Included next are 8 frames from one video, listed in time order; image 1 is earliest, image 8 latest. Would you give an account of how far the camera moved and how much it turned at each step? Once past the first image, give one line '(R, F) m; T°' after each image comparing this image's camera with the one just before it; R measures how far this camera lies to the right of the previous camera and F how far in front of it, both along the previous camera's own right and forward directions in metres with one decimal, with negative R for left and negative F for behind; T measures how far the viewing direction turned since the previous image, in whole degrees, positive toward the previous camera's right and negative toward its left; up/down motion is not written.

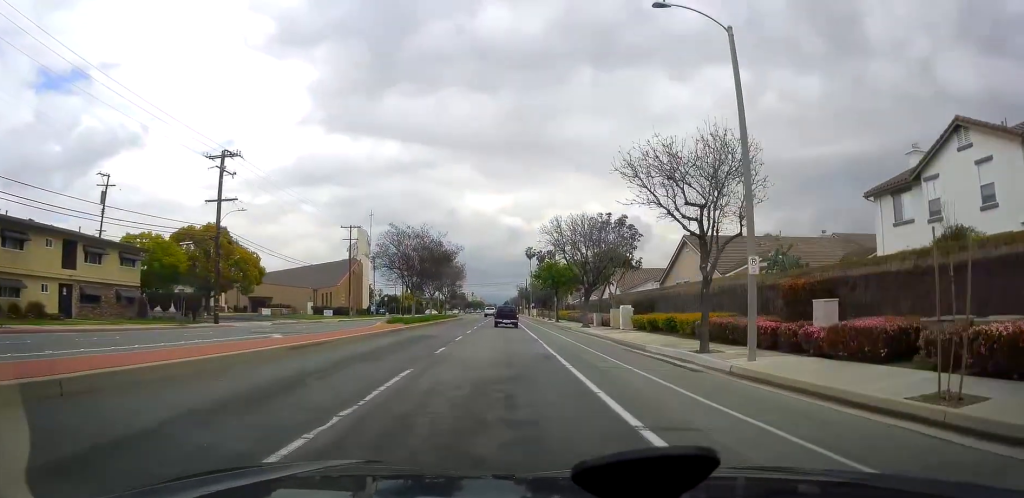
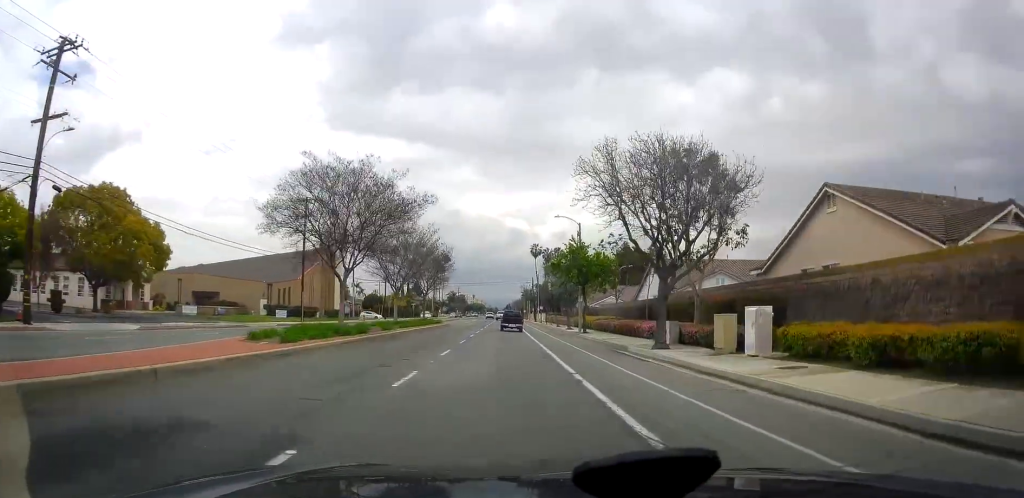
(-0.6, +21.5) m; +1°
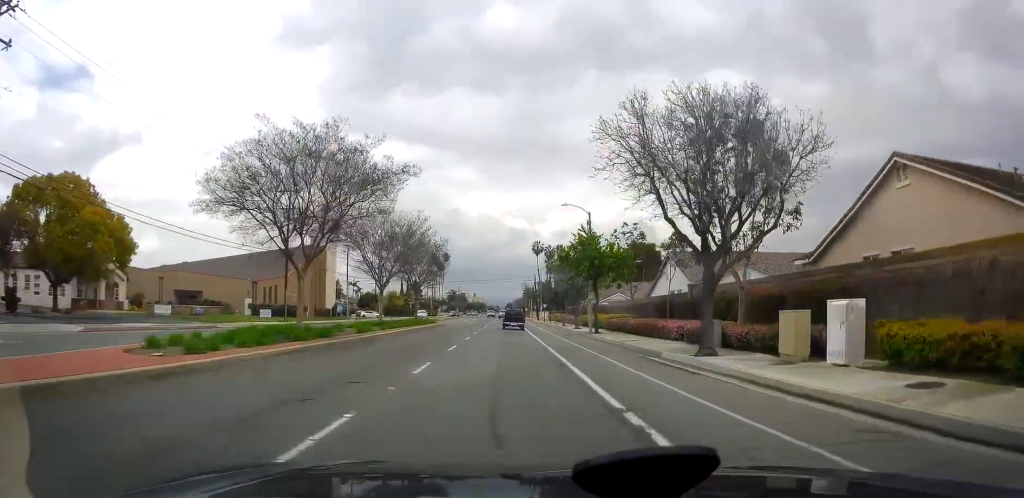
(+0.1, +5.6) m; 0°
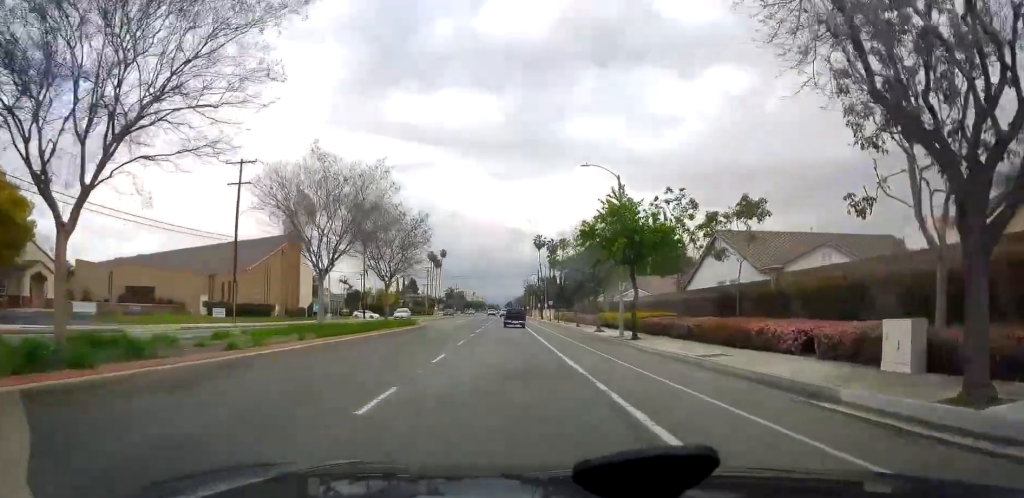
(+0.3, +12.2) m; 0°
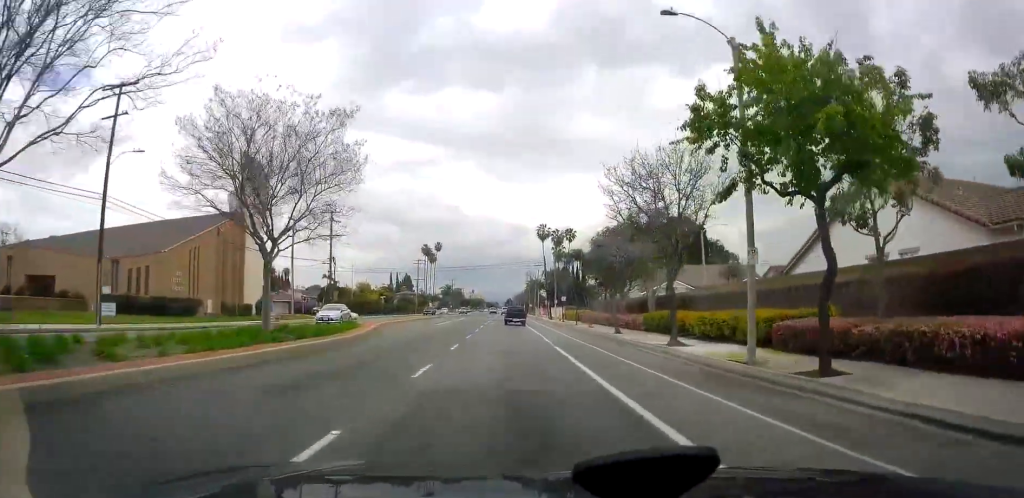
(-0.2, +18.4) m; +1°
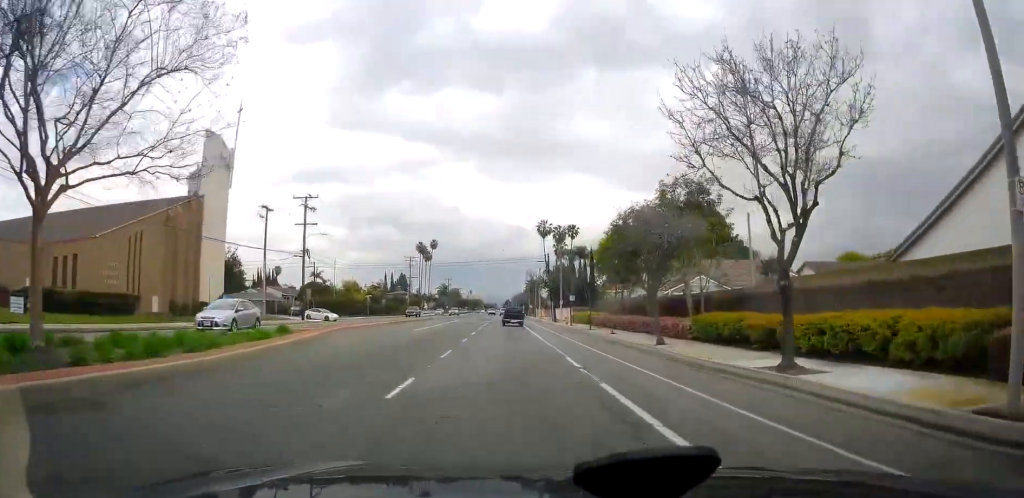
(+0.2, +10.0) m; +1°
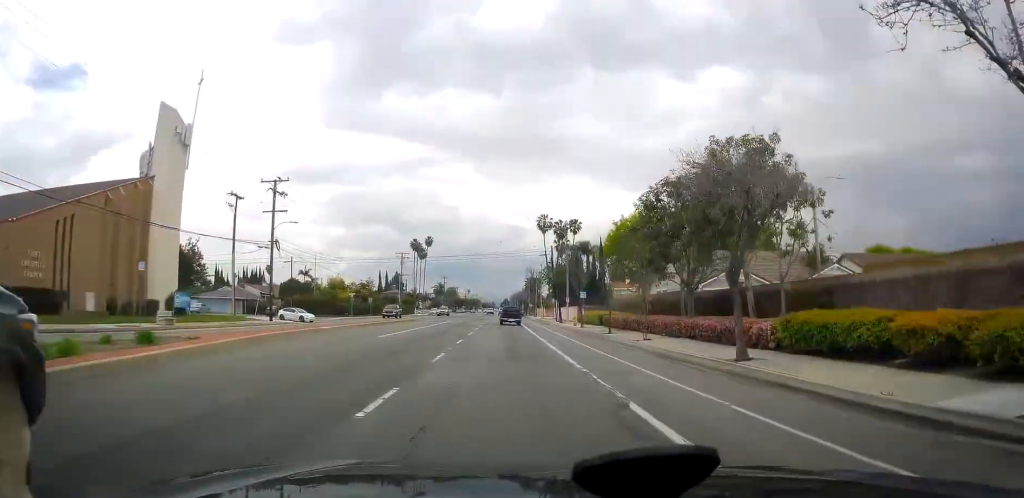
(0.0, +9.1) m; -1°
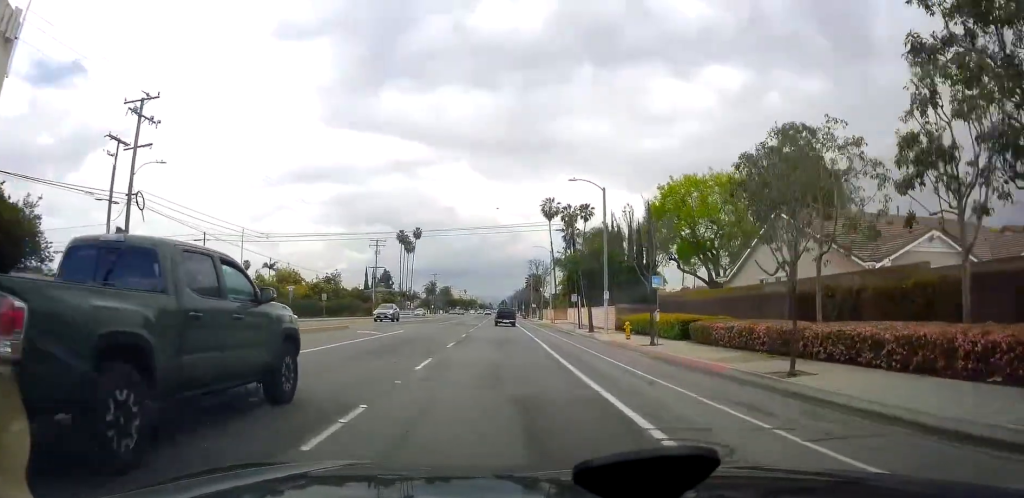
(-0.5, +24.1) m; 0°
